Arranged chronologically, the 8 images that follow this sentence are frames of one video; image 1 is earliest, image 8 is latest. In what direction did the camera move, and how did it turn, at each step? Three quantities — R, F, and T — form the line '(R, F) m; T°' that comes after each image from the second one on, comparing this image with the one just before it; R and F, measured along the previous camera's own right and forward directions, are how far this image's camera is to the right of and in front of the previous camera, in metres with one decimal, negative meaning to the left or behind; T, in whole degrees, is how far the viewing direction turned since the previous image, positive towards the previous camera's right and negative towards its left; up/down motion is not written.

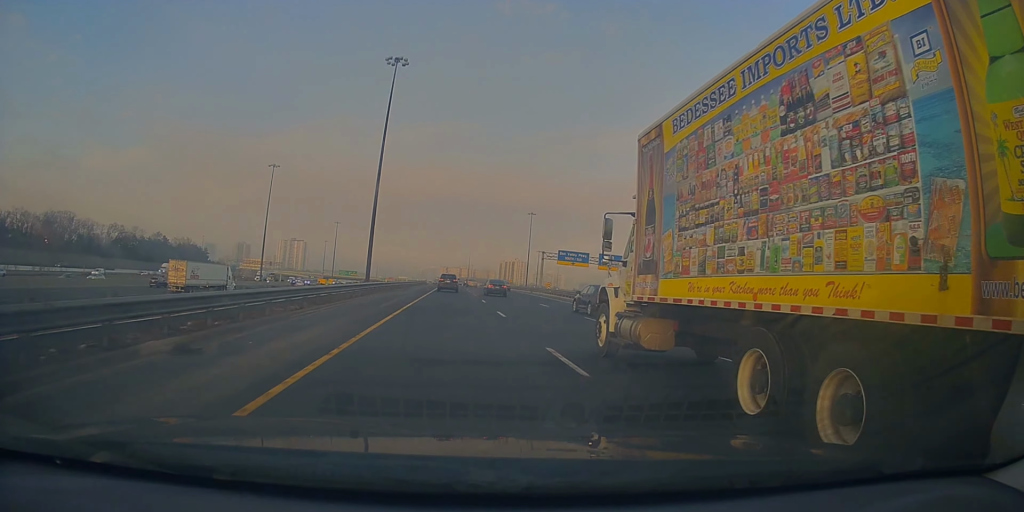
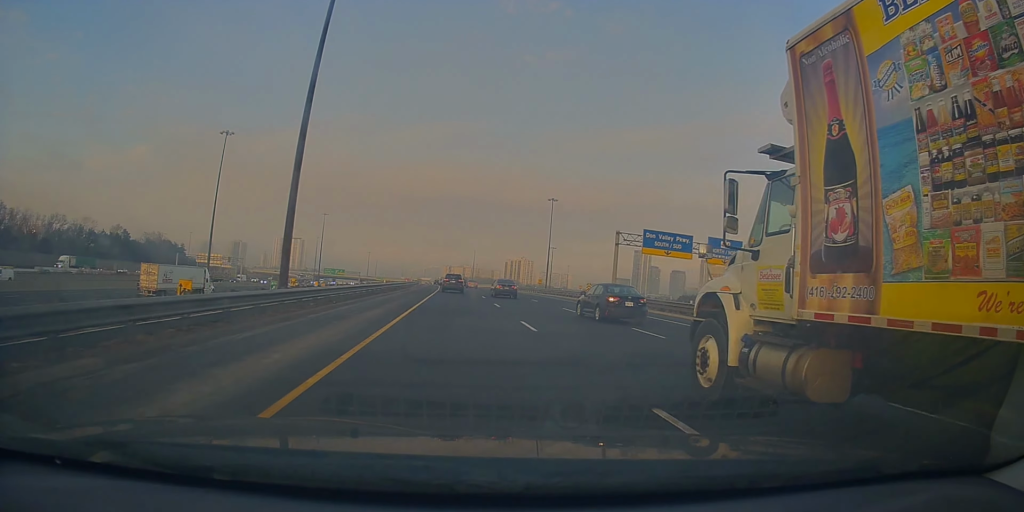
(-0.2, +41.6) m; -1°
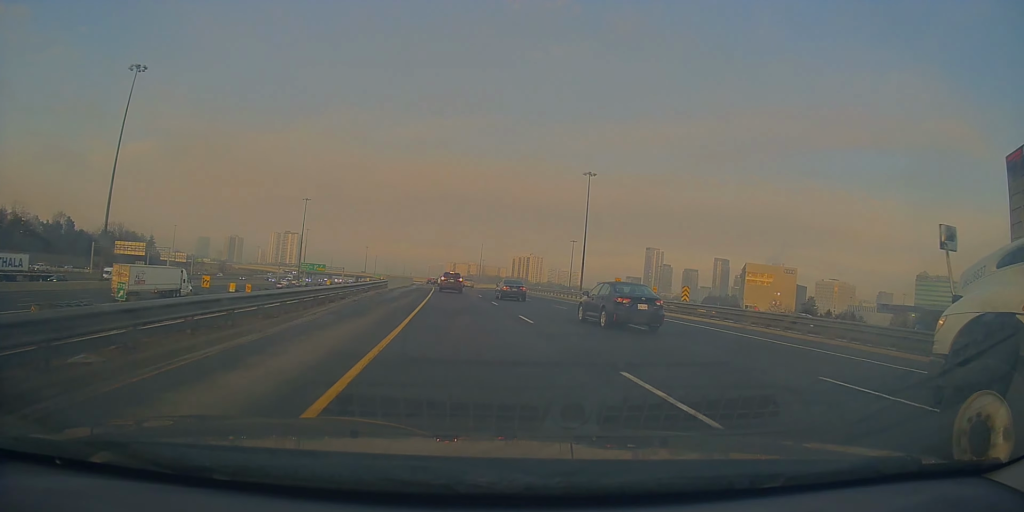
(-0.6, +46.1) m; -1°
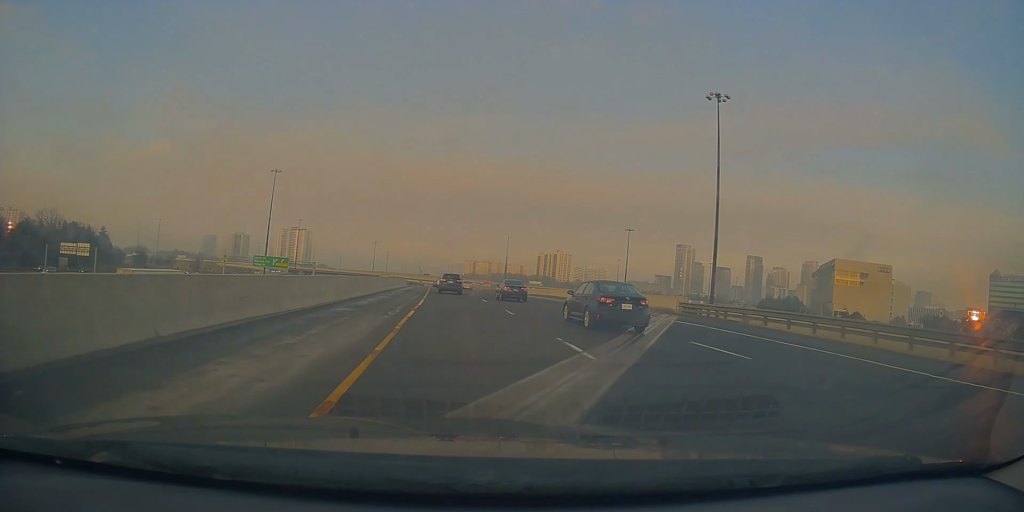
(+0.9, +67.3) m; 0°
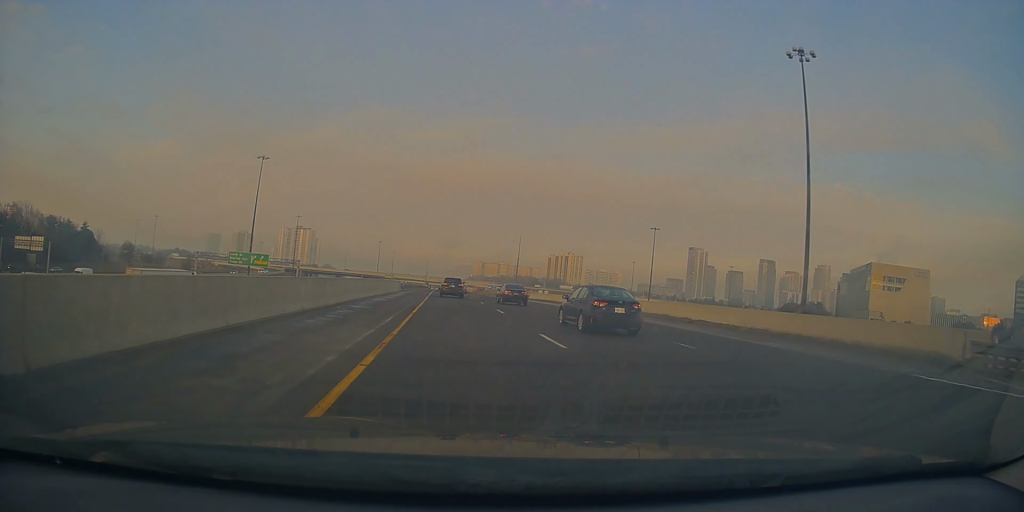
(-0.8, +21.4) m; -2°
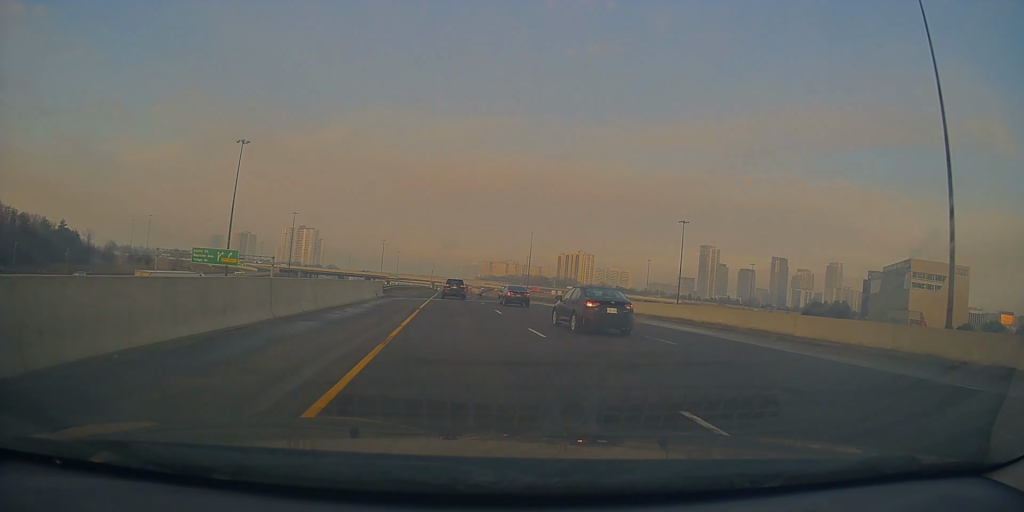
(-0.2, +21.4) m; -1°
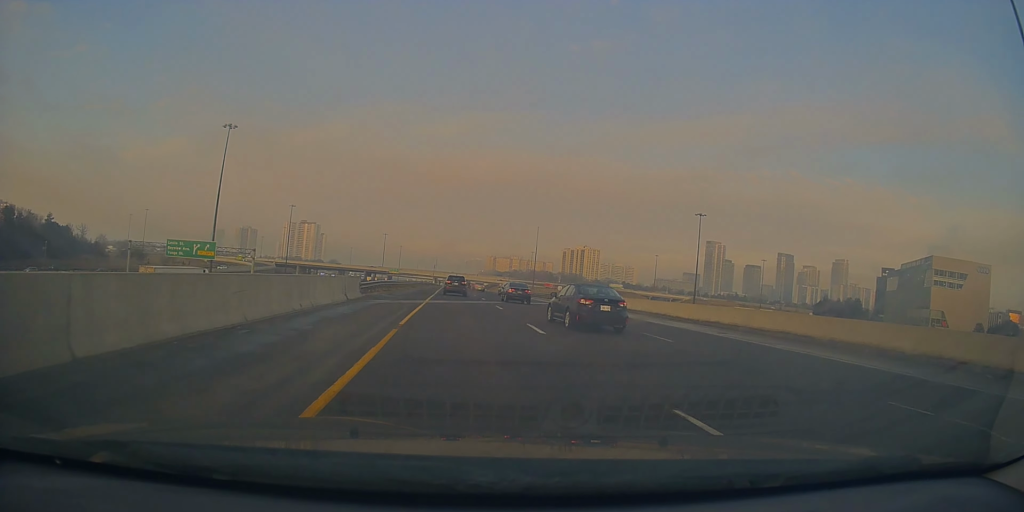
(0.0, +11.2) m; 0°
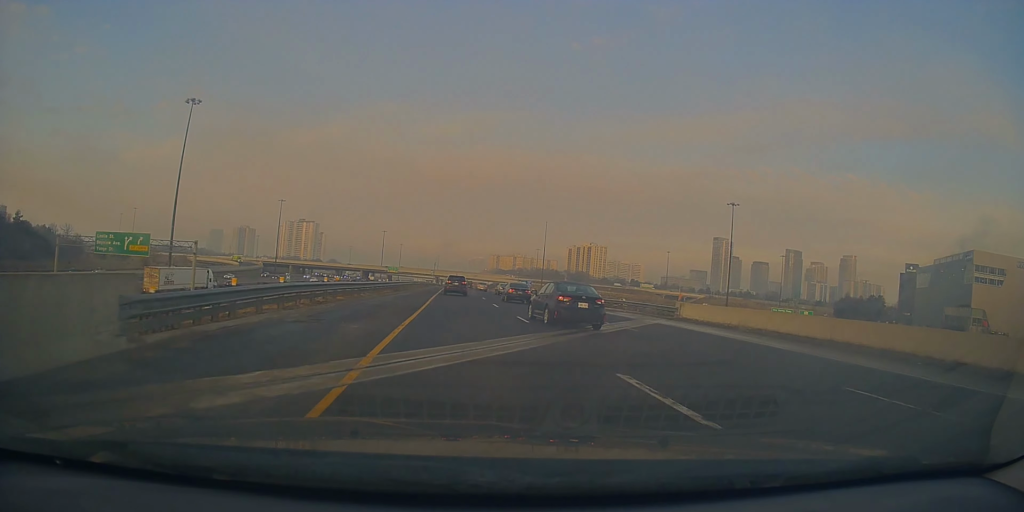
(0.0, +21.4) m; 0°
